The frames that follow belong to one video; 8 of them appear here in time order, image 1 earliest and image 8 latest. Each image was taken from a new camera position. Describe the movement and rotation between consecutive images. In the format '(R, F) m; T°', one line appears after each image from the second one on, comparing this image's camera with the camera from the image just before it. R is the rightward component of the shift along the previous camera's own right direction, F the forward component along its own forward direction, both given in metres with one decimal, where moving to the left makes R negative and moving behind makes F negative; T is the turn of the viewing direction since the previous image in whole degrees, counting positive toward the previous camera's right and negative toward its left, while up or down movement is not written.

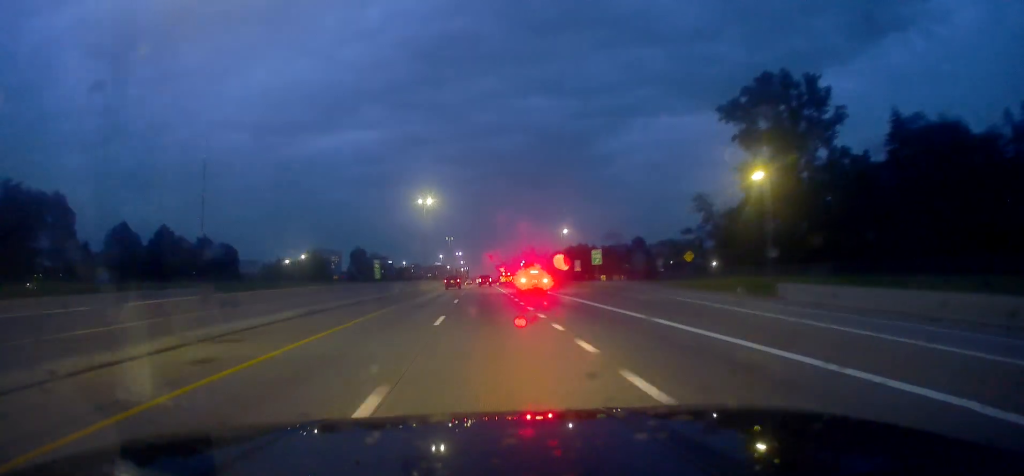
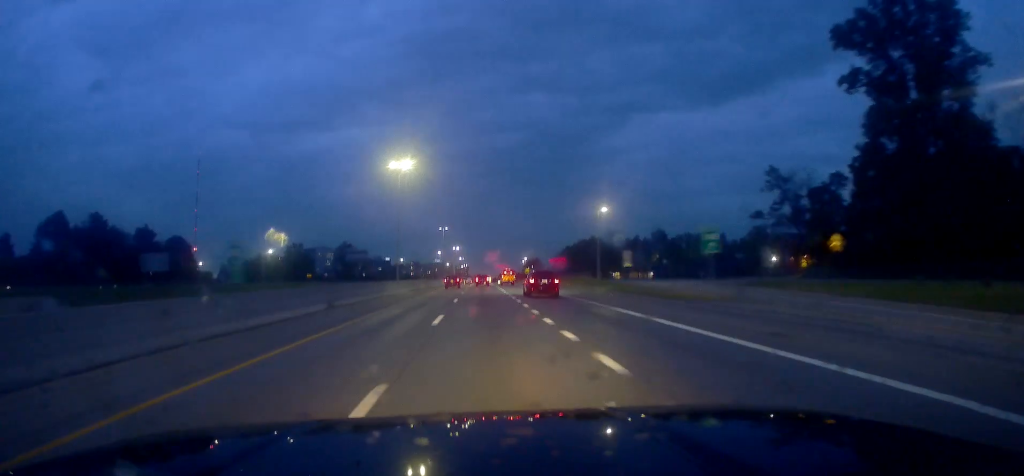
(-0.1, +30.2) m; 0°
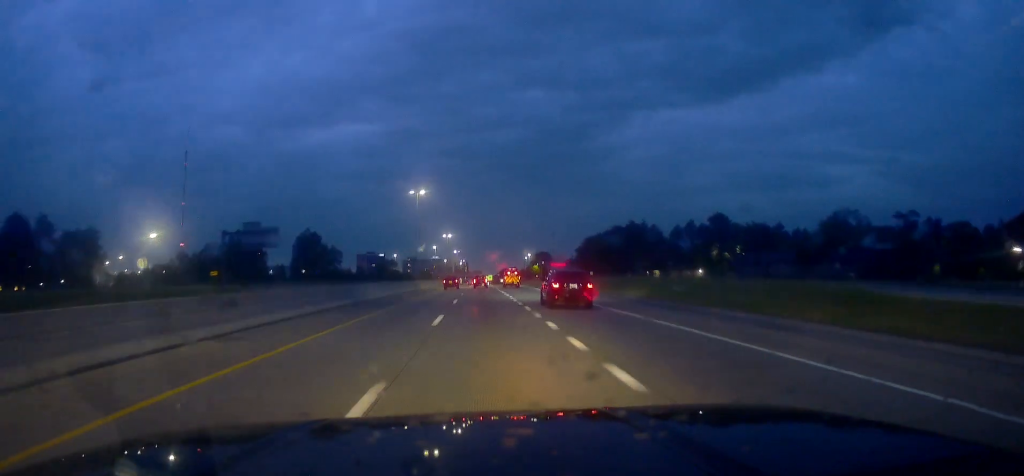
(+0.7, +61.0) m; +1°
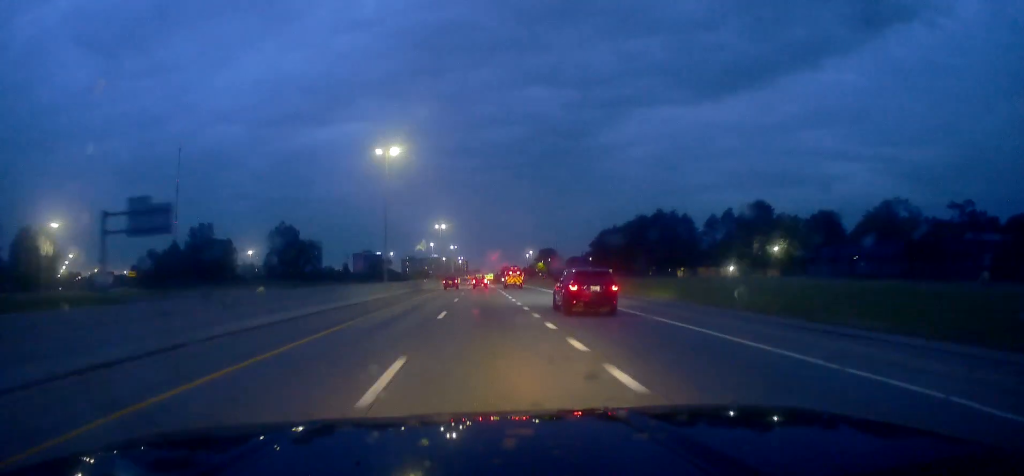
(+0.3, +27.5) m; -1°
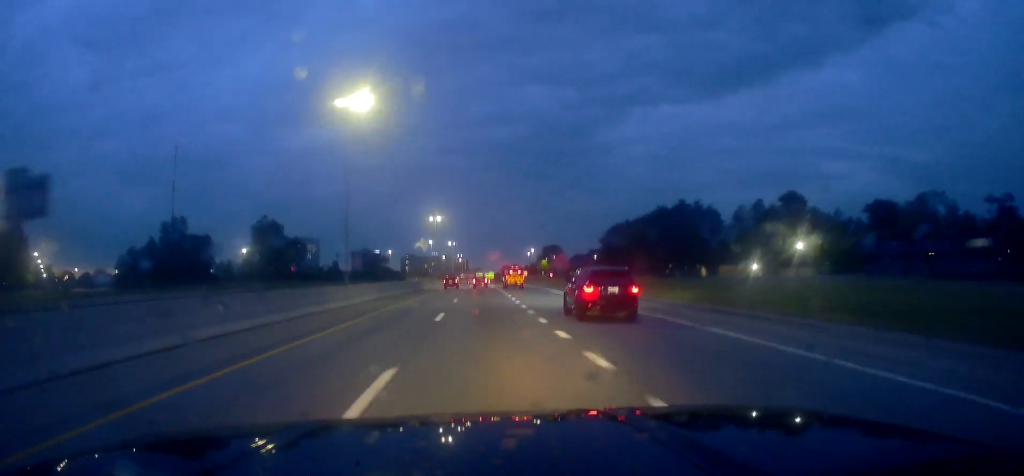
(-0.7, +16.4) m; 0°
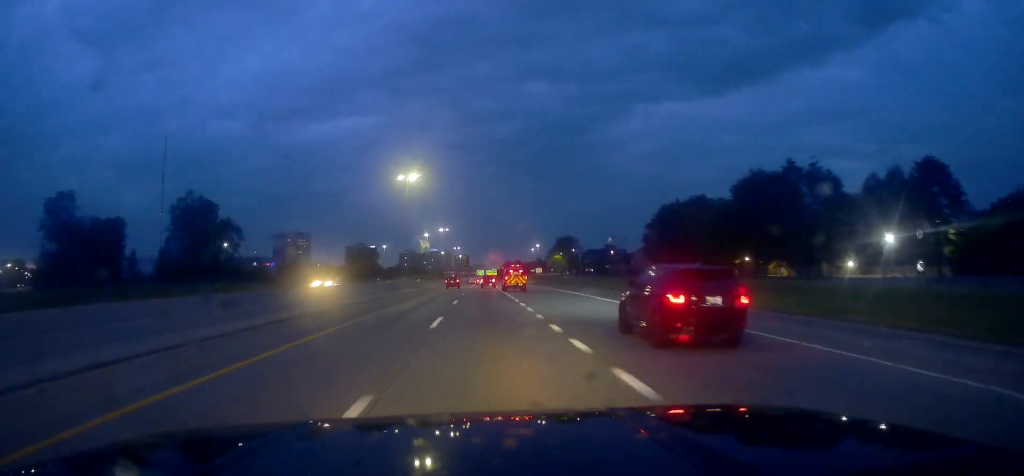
(+0.3, +48.1) m; 0°
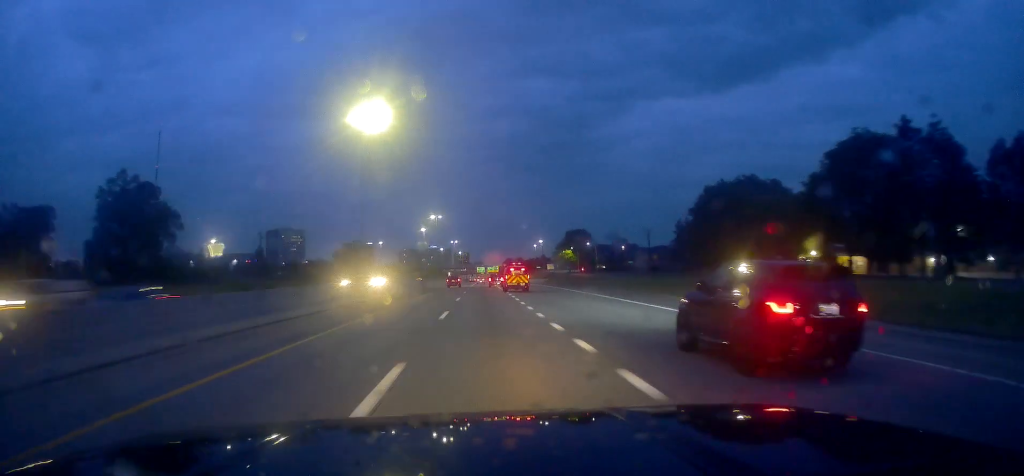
(-0.6, +27.3) m; +1°
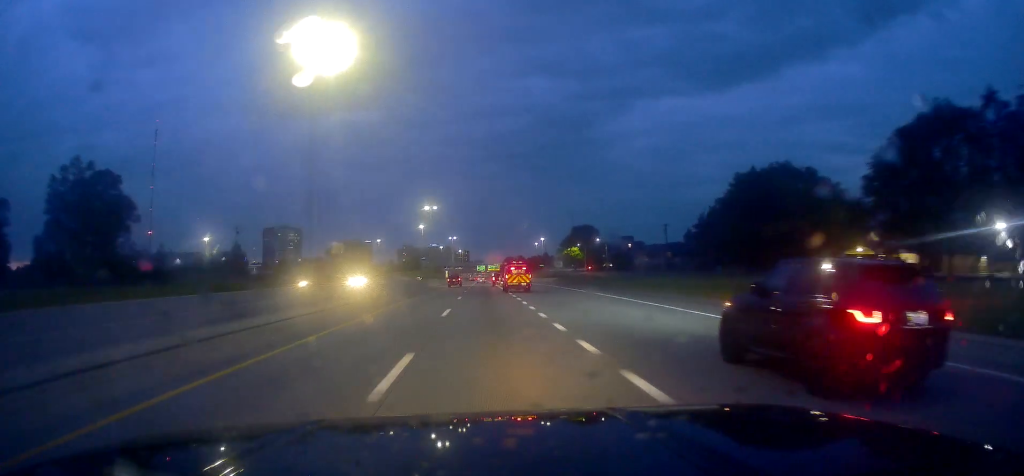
(+0.2, +14.1) m; 0°
